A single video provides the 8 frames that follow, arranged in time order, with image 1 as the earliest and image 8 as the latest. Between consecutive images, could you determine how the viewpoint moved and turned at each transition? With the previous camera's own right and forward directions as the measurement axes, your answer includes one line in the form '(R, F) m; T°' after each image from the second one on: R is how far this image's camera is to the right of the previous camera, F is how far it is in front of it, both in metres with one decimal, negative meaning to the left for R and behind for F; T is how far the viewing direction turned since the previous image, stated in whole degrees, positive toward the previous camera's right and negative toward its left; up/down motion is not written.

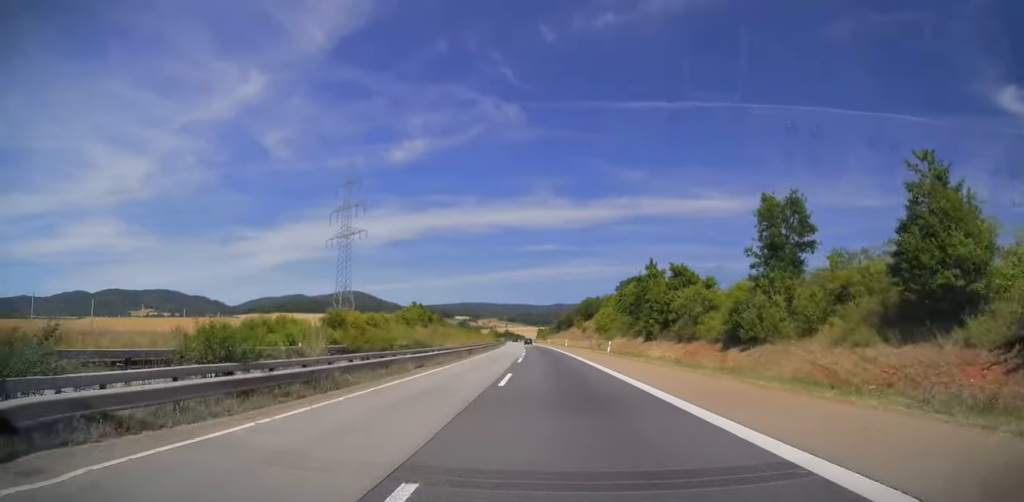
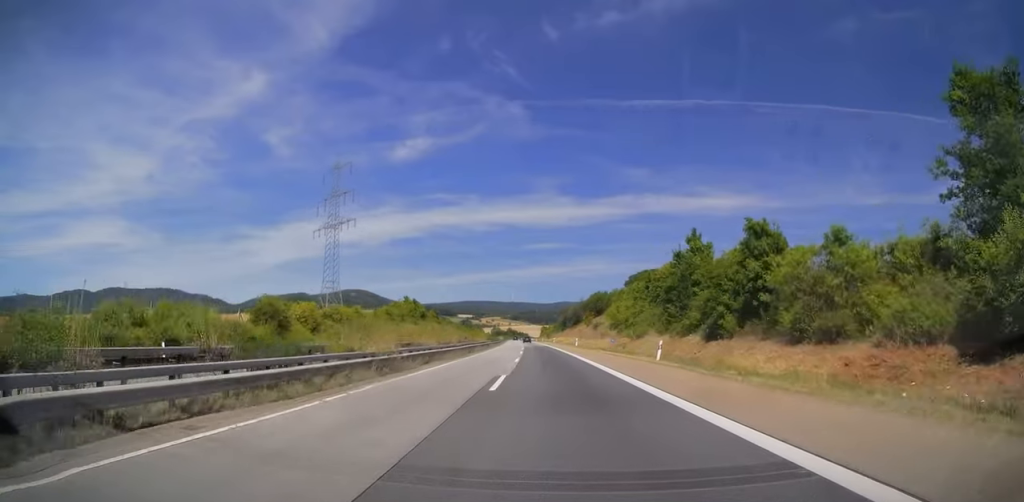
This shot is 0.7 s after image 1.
(-0.2, +20.1) m; -1°
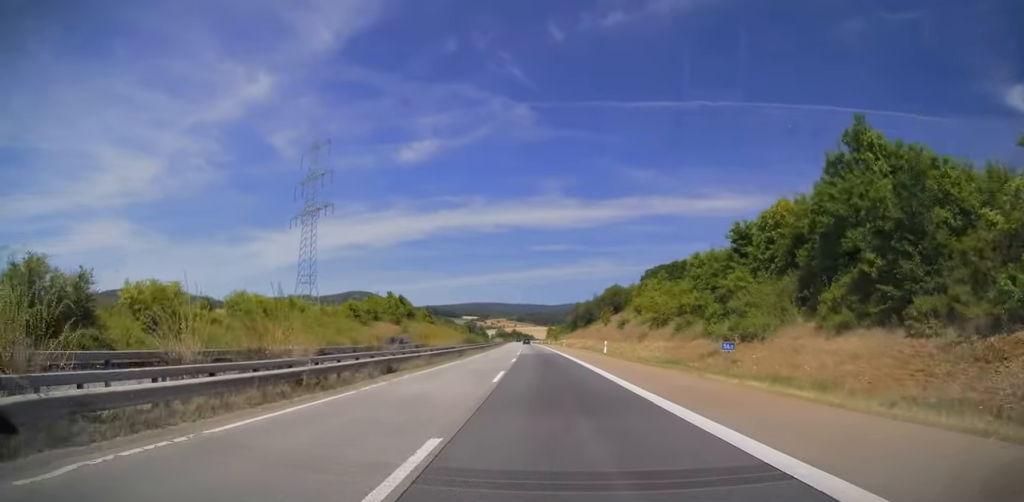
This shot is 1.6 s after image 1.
(-0.2, +30.5) m; -1°
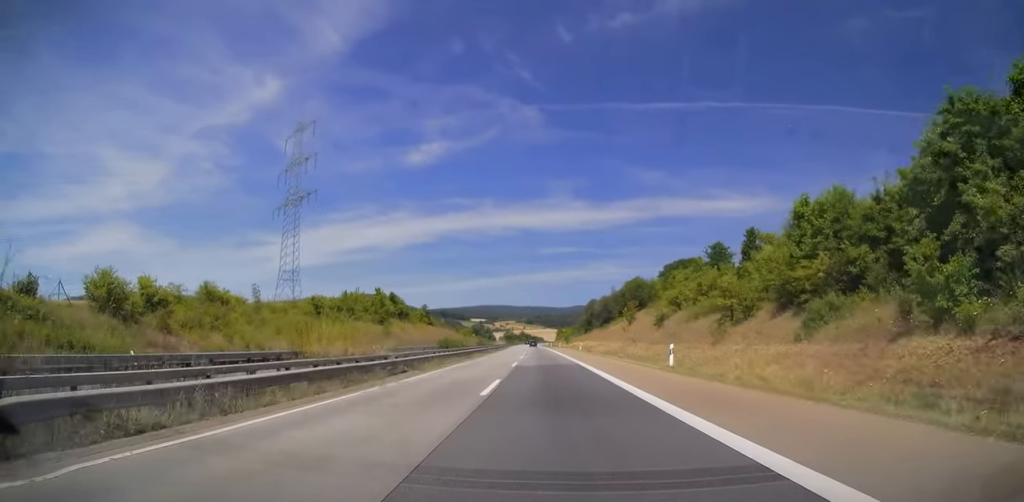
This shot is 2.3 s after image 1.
(-0.1, +22.2) m; -1°
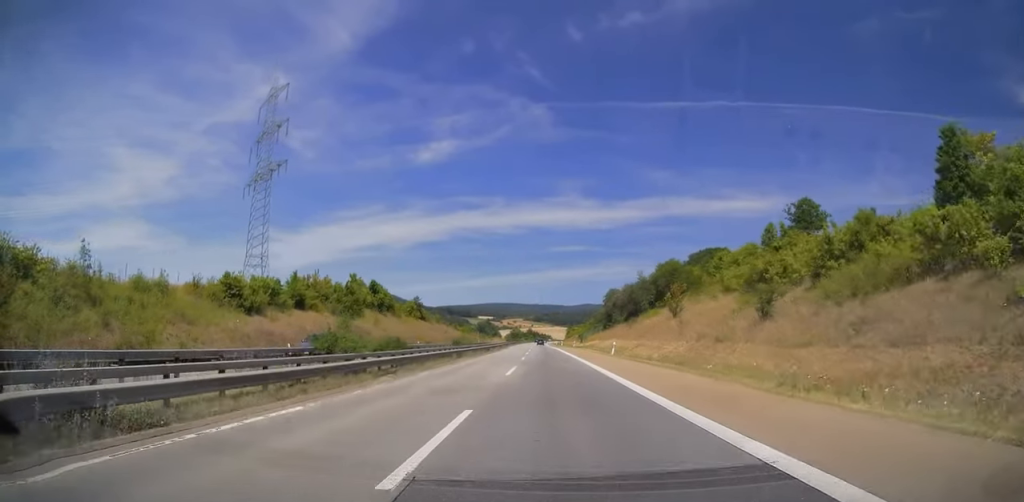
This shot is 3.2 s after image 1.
(-0.1, +27.8) m; -1°
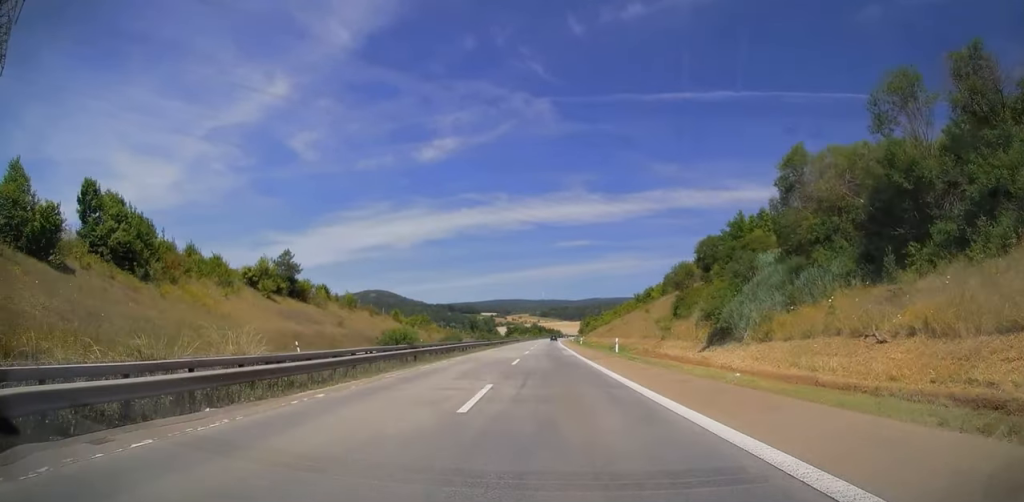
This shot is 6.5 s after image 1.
(-1.9, +101.3) m; -1°
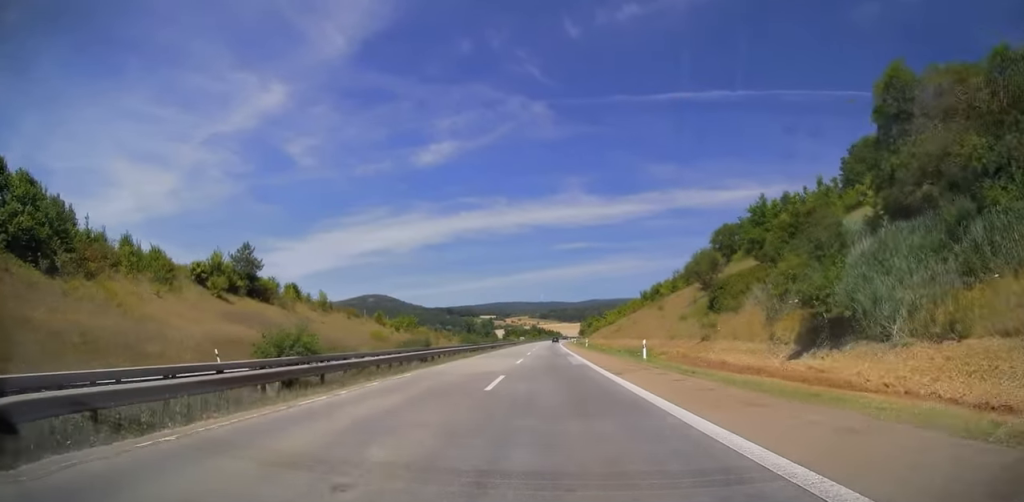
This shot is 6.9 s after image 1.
(0.0, +12.8) m; 0°
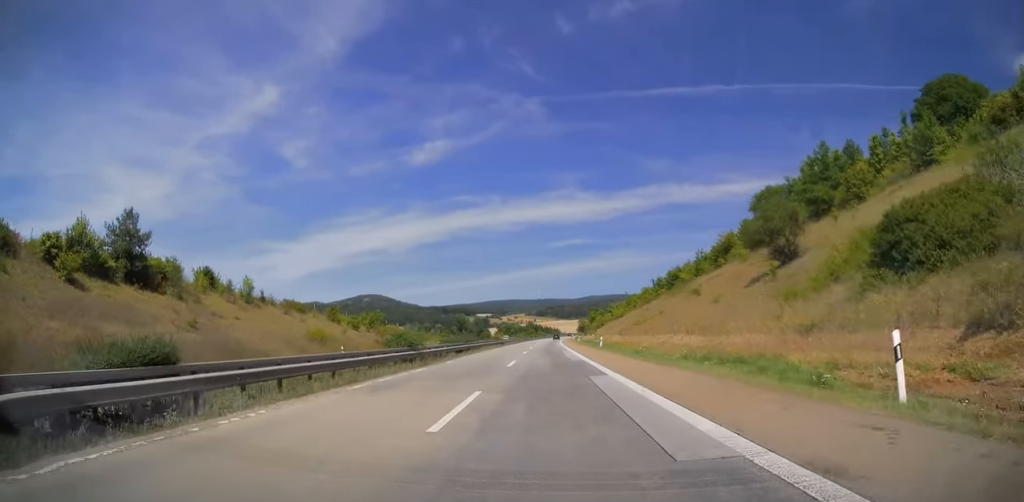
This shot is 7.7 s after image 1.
(+0.1, +24.6) m; 0°
